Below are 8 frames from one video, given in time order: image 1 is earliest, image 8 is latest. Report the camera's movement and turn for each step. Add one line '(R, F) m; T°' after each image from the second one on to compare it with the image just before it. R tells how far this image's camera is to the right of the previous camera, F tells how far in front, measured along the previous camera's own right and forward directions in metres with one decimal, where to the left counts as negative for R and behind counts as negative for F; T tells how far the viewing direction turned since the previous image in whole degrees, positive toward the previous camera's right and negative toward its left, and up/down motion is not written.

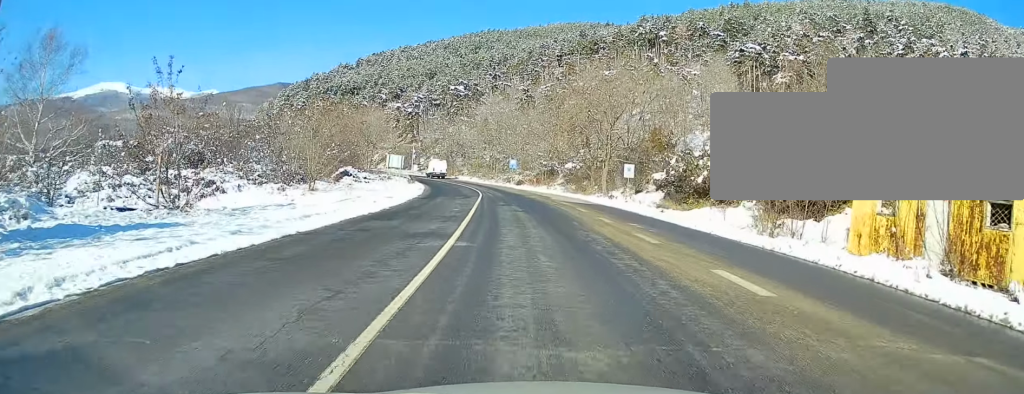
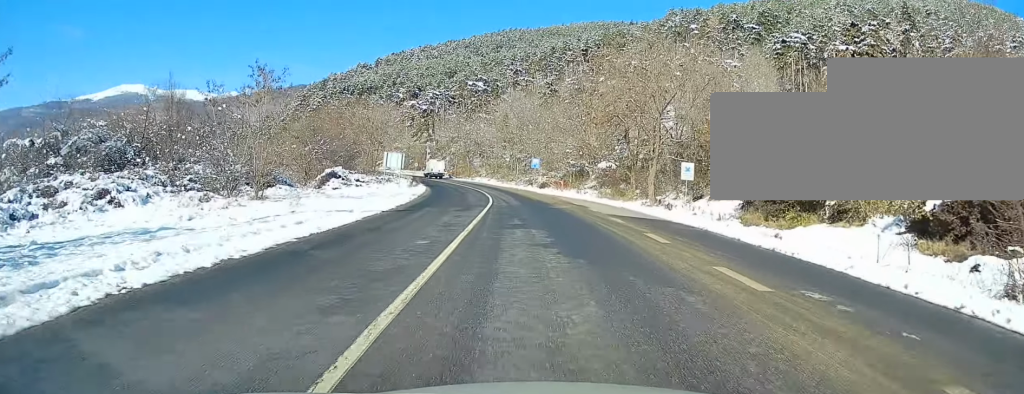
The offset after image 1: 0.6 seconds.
(-0.2, +11.0) m; -1°
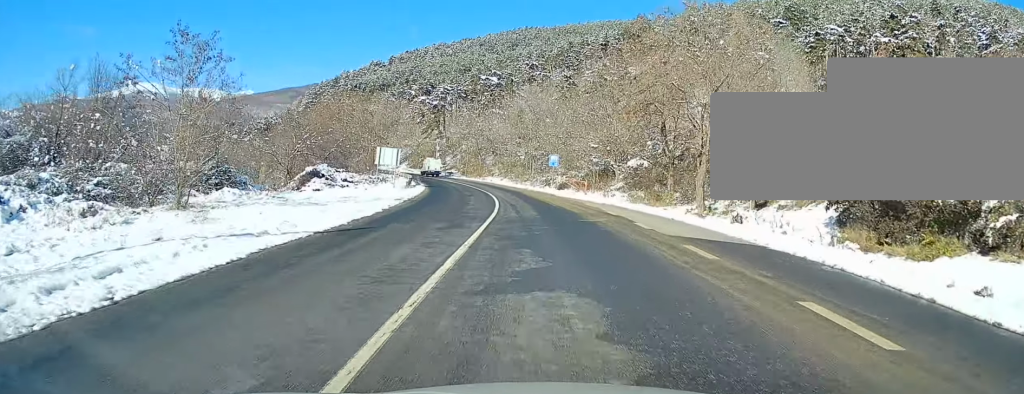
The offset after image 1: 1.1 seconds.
(0.0, +8.1) m; -1°
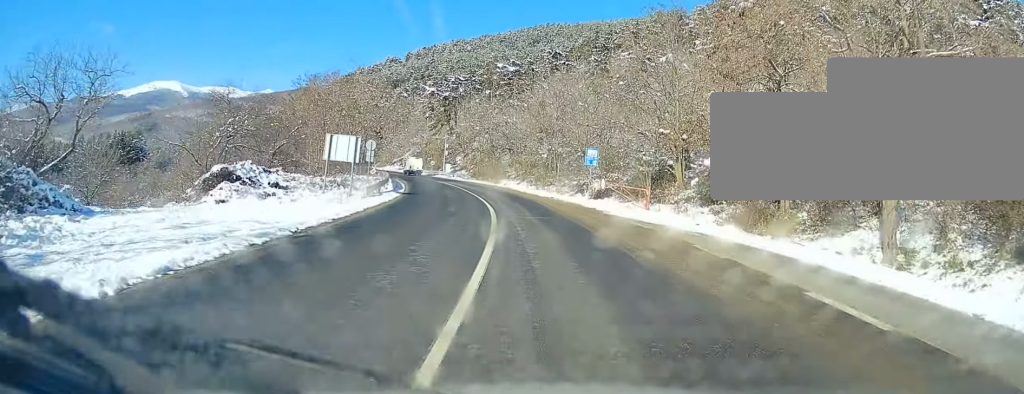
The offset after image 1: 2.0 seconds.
(-0.1, +16.2) m; -1°
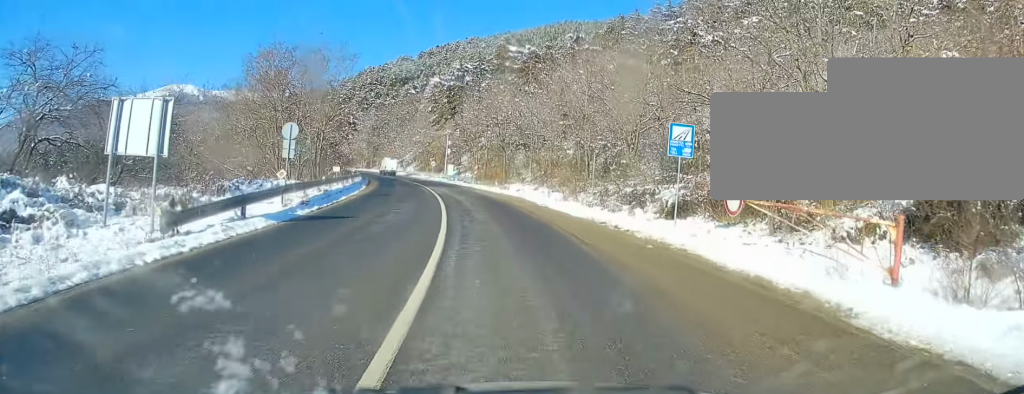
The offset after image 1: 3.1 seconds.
(-0.4, +18.1) m; -4°
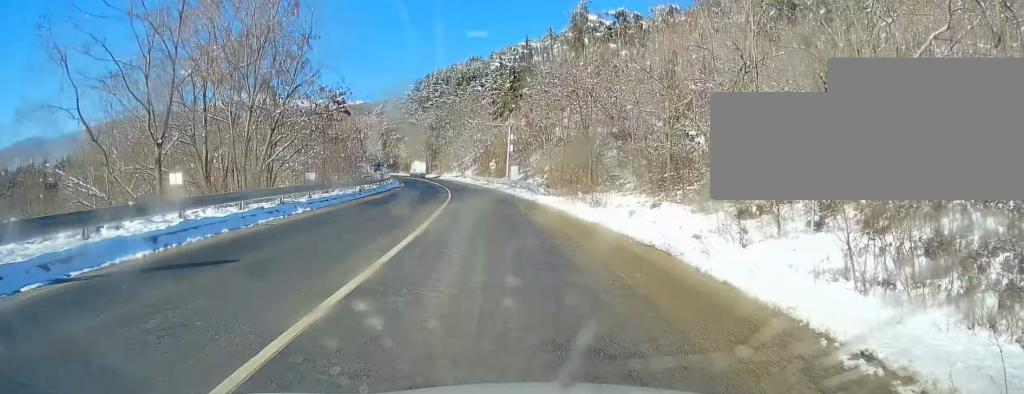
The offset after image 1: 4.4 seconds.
(-1.5, +22.8) m; -6°
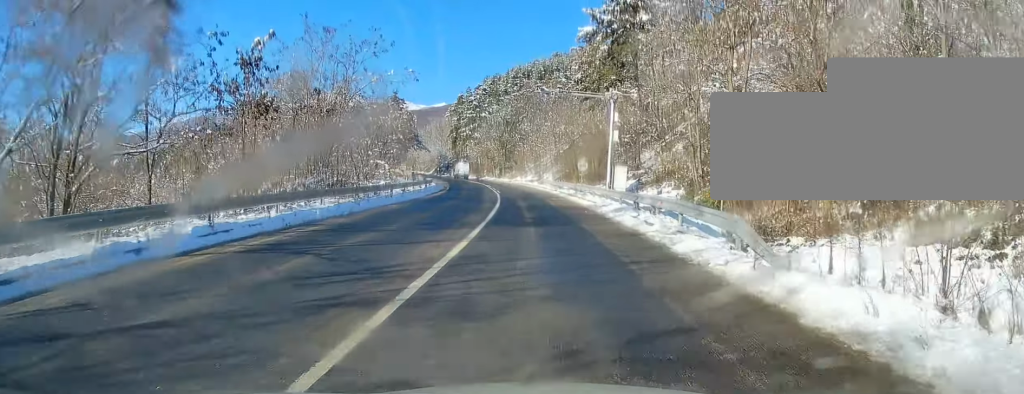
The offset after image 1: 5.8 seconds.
(-1.2, +25.3) m; -6°
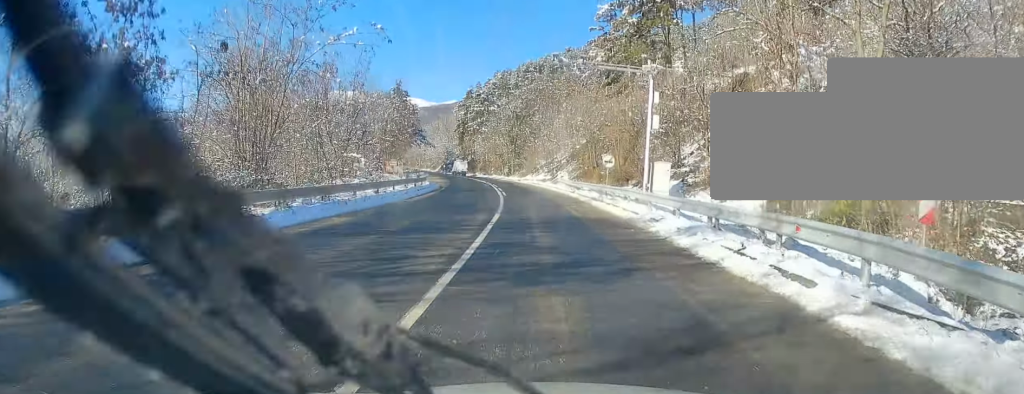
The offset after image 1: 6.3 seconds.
(-0.2, +8.9) m; -1°
